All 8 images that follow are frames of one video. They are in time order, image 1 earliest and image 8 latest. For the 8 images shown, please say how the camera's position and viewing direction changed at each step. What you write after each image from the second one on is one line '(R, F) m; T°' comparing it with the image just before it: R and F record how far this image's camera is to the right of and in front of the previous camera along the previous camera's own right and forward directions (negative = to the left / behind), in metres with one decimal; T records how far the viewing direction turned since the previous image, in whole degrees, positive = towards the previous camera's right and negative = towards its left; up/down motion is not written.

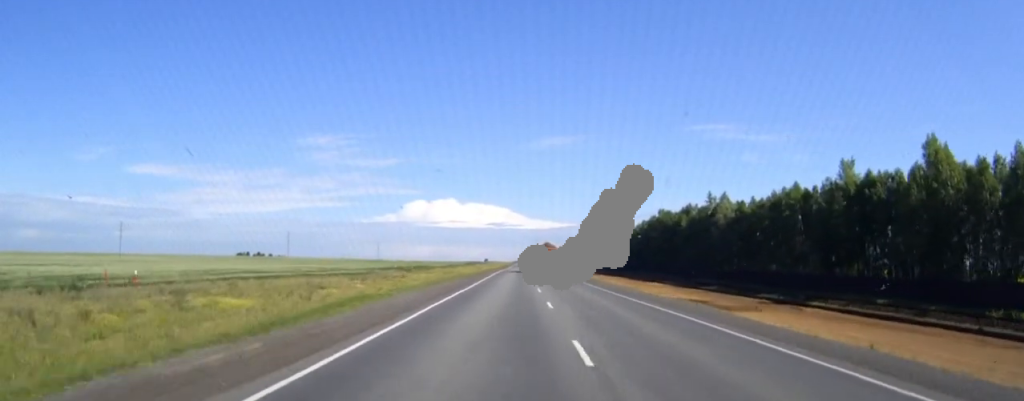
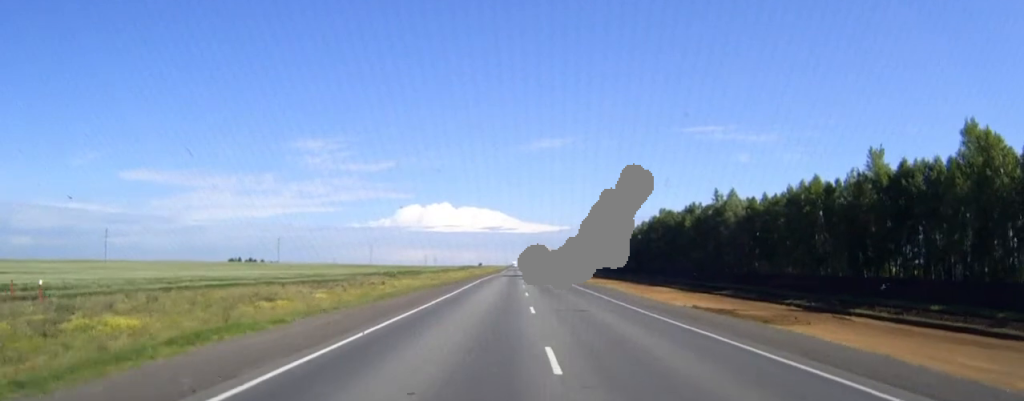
(+0.1, +12.6) m; 0°
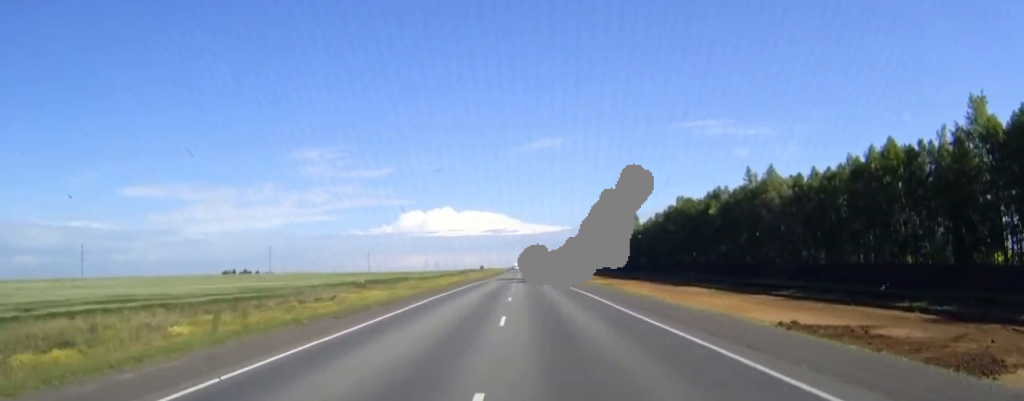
(+0.1, +28.2) m; 0°
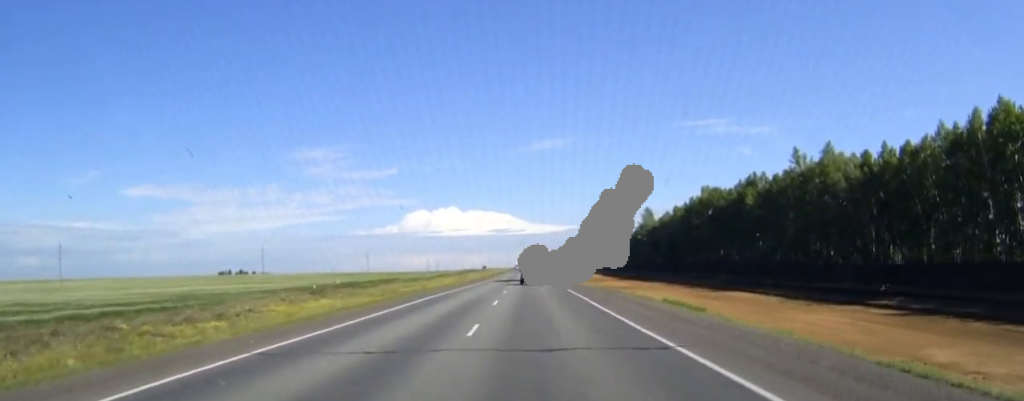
(0.0, +26.3) m; 0°
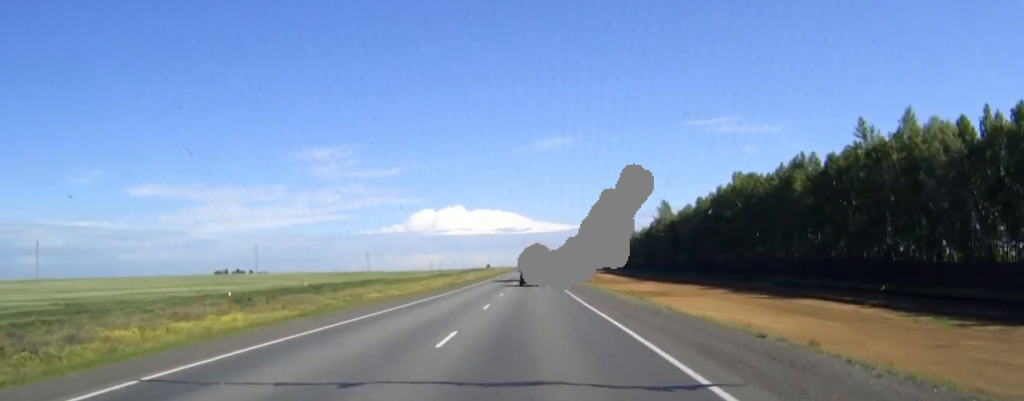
(-0.2, +25.9) m; -1°
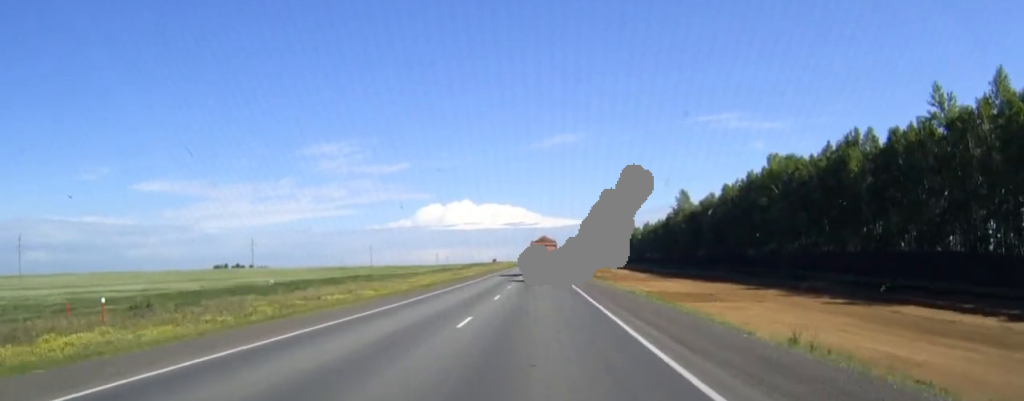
(0.0, +20.6) m; 0°
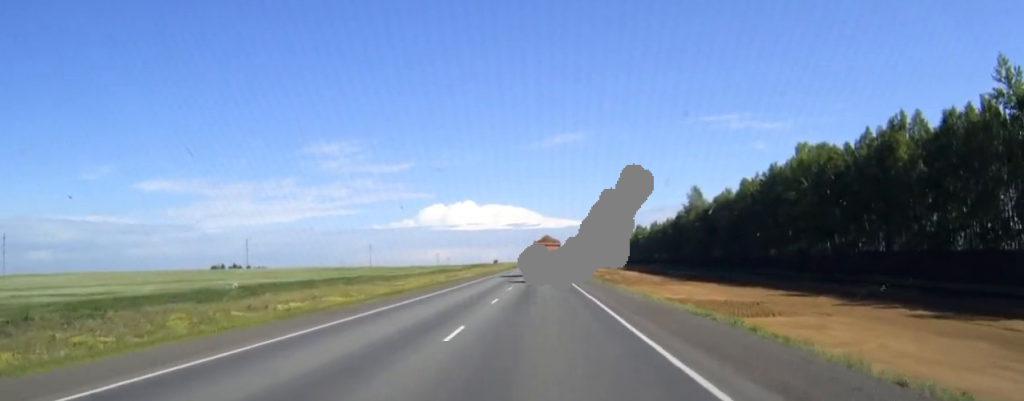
(-0.1, +14.8) m; 0°
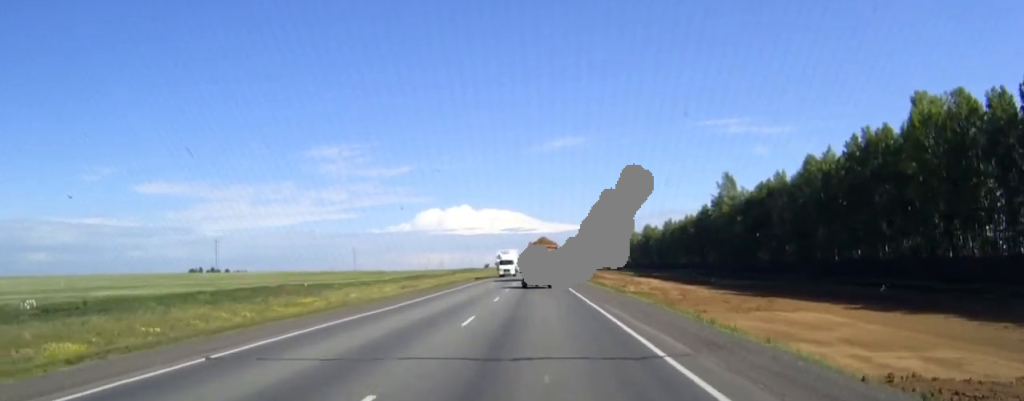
(-0.1, +44.5) m; 0°
